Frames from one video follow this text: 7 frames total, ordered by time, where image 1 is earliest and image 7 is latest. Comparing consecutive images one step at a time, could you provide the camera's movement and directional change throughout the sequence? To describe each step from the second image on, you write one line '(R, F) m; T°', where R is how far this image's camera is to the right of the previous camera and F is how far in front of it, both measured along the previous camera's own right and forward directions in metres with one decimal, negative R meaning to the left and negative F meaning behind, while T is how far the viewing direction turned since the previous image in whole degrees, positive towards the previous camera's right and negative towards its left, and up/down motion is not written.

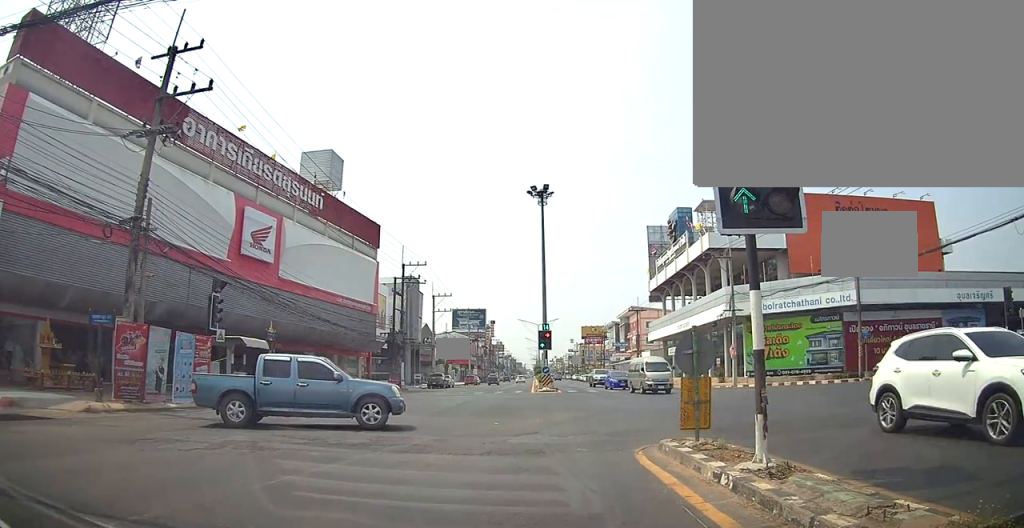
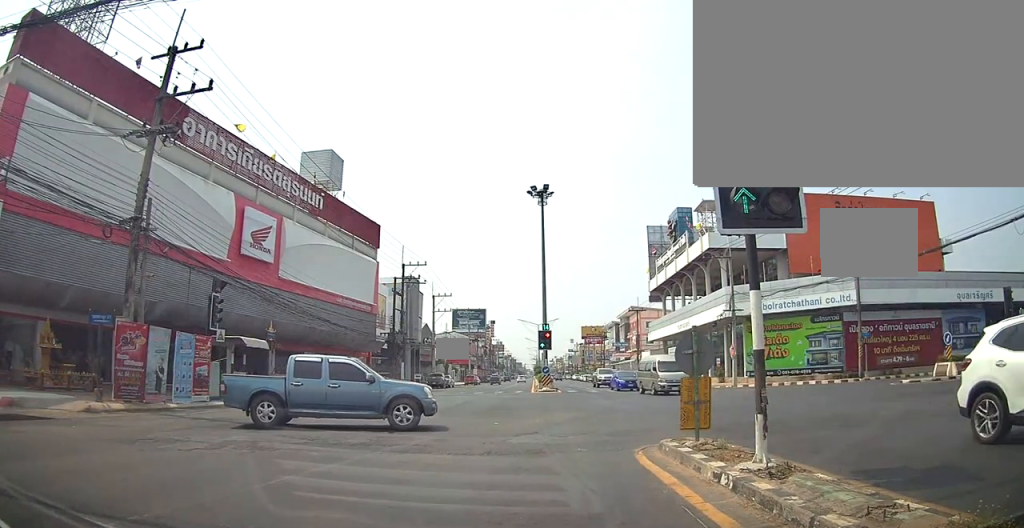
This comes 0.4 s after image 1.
(0.0, 0.0) m; 0°
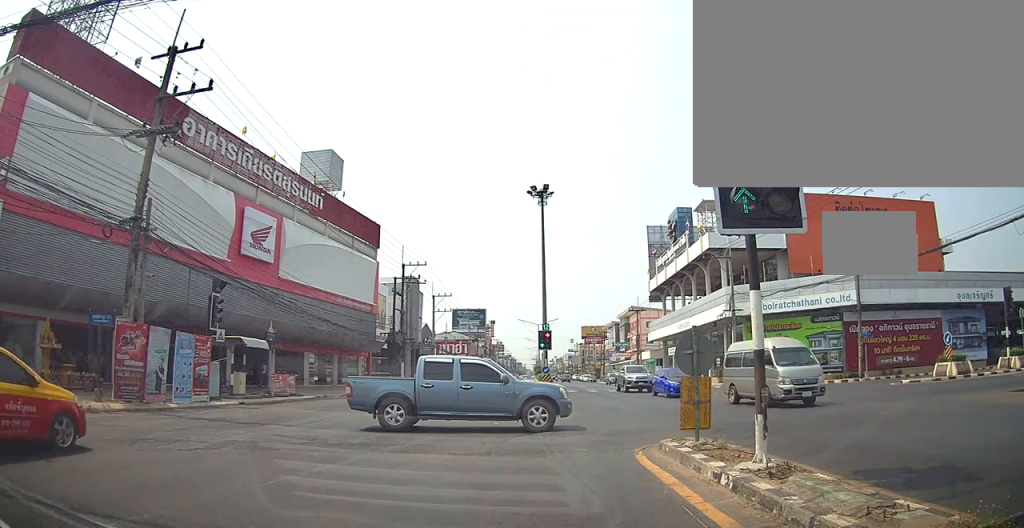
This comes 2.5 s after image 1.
(0.0, 0.0) m; 0°
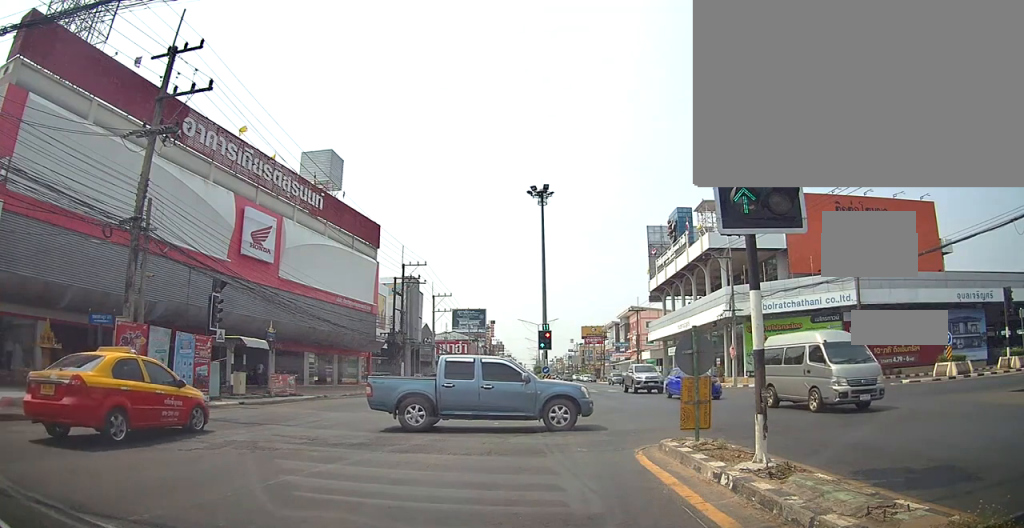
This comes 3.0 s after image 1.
(0.0, 0.0) m; 0°
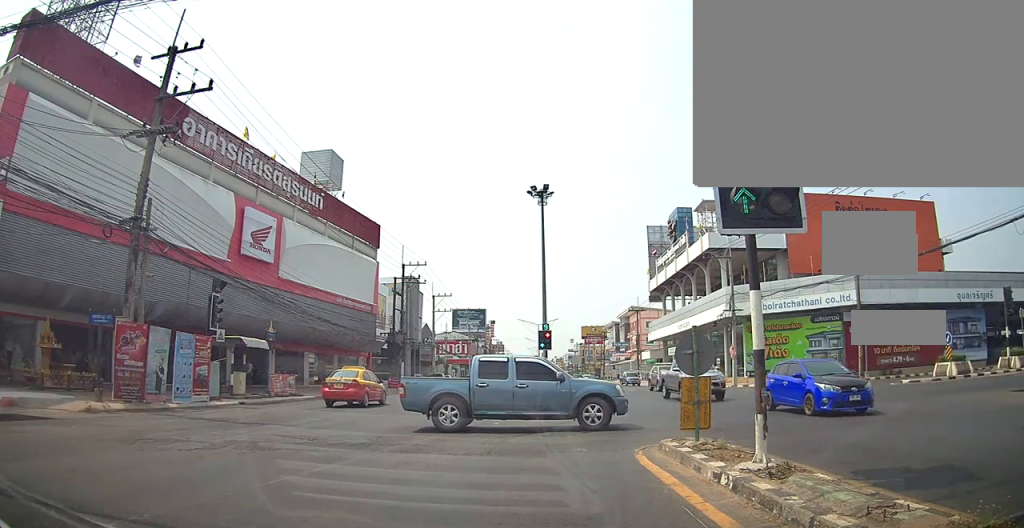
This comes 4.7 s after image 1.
(0.0, 0.0) m; 0°
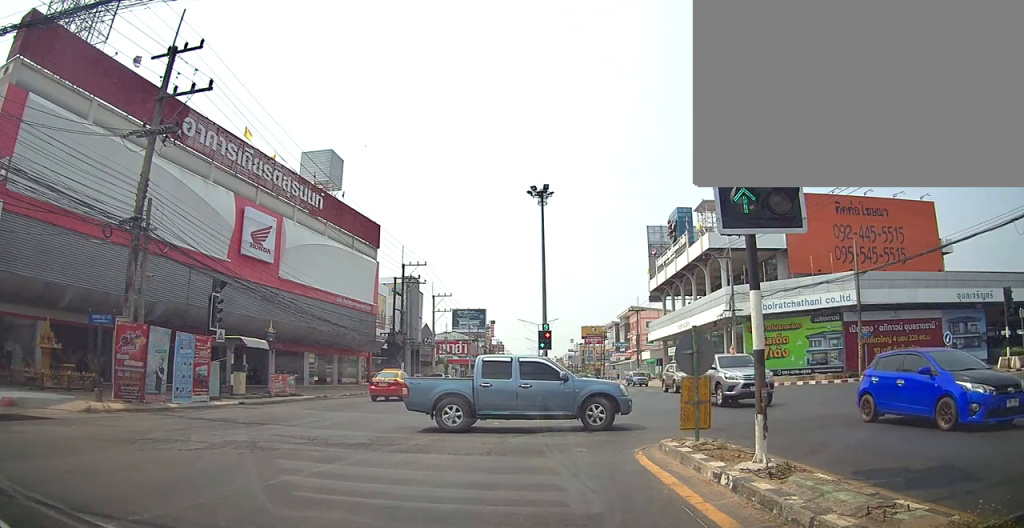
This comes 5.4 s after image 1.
(0.0, 0.0) m; 0°
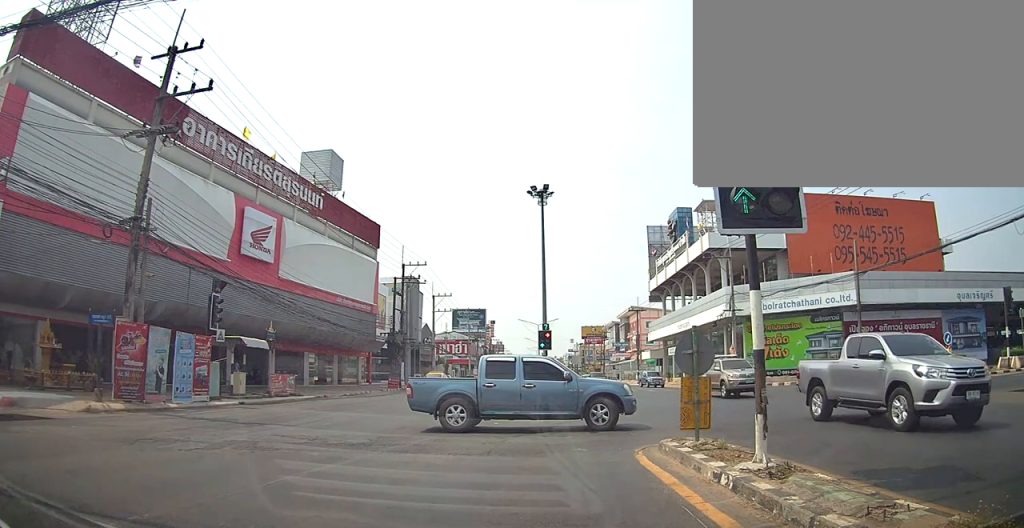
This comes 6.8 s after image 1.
(0.0, 0.0) m; 0°
